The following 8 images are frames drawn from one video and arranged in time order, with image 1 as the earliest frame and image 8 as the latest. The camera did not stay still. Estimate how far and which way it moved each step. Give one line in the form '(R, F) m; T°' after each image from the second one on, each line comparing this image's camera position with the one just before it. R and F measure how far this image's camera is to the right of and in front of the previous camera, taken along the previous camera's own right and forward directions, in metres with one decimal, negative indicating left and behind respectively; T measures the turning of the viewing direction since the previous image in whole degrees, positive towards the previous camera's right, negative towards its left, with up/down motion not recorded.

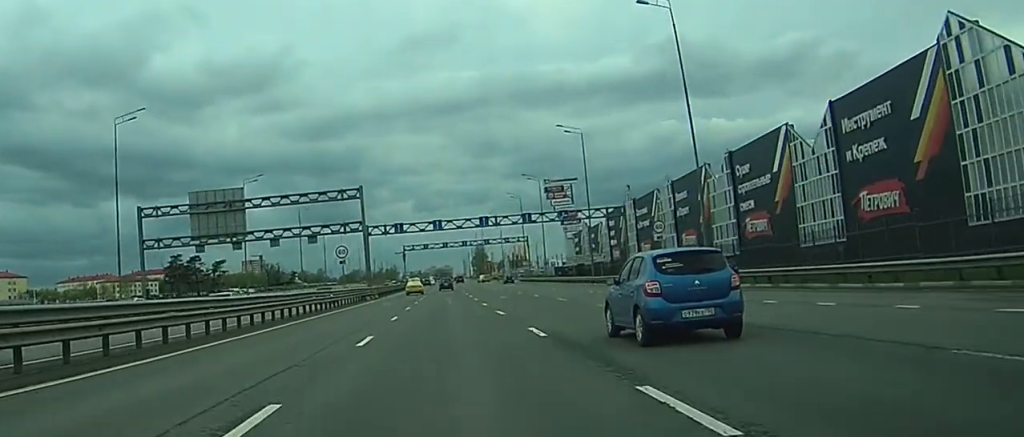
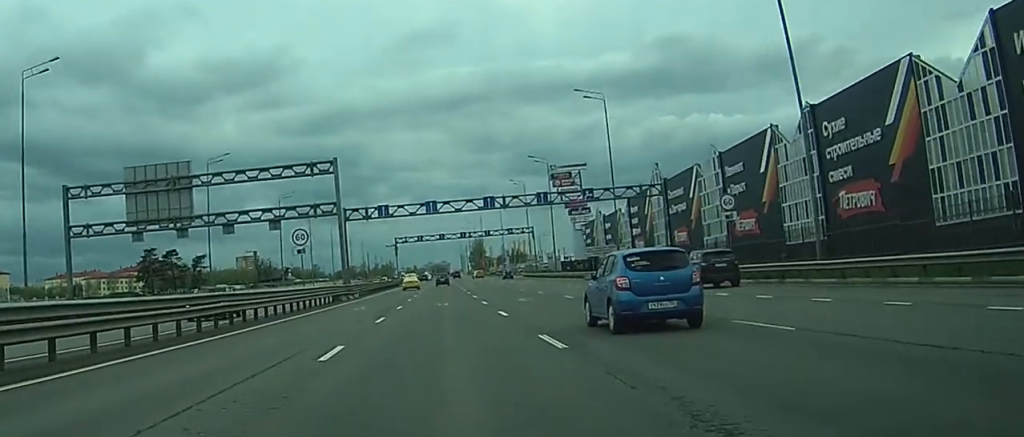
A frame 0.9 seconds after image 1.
(0.0, +16.9) m; +1°
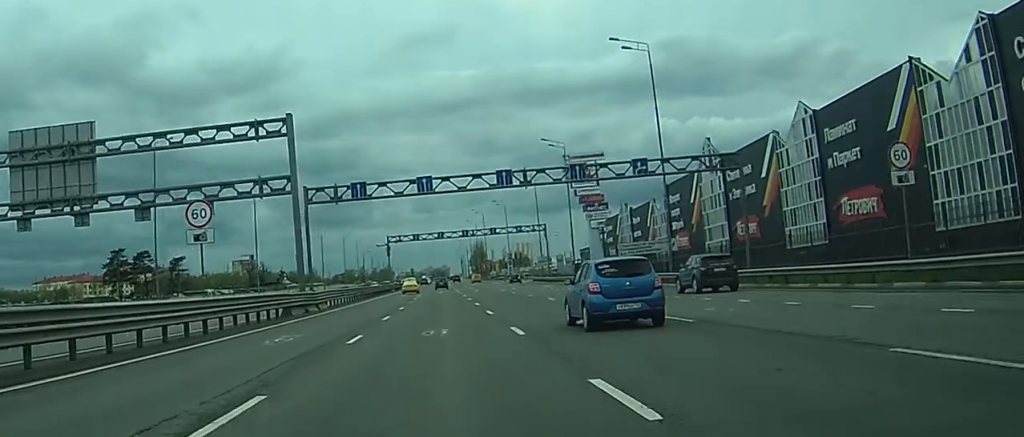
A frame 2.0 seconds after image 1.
(+0.3, +19.4) m; +1°
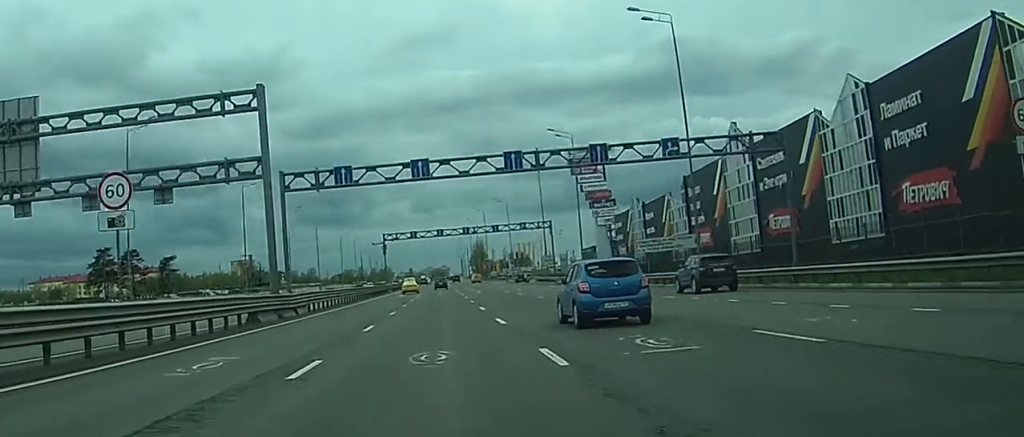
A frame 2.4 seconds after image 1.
(0.0, +7.3) m; 0°
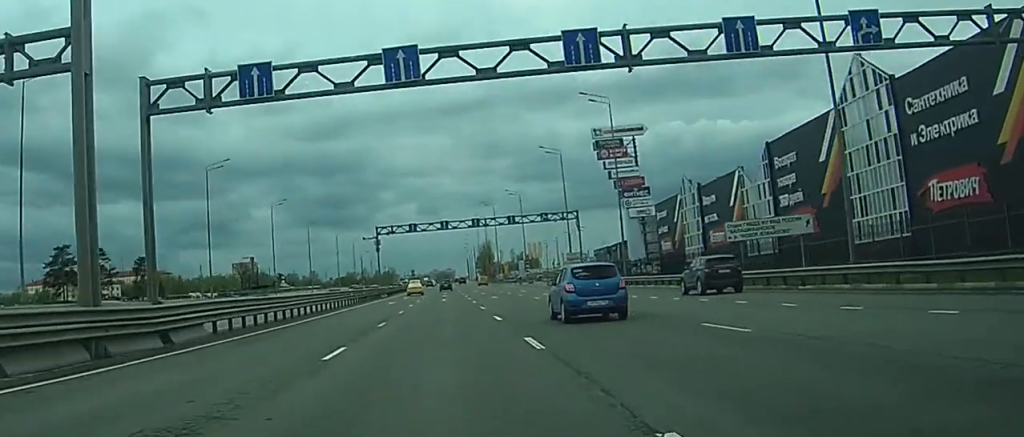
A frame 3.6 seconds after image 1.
(0.0, +21.2) m; 0°
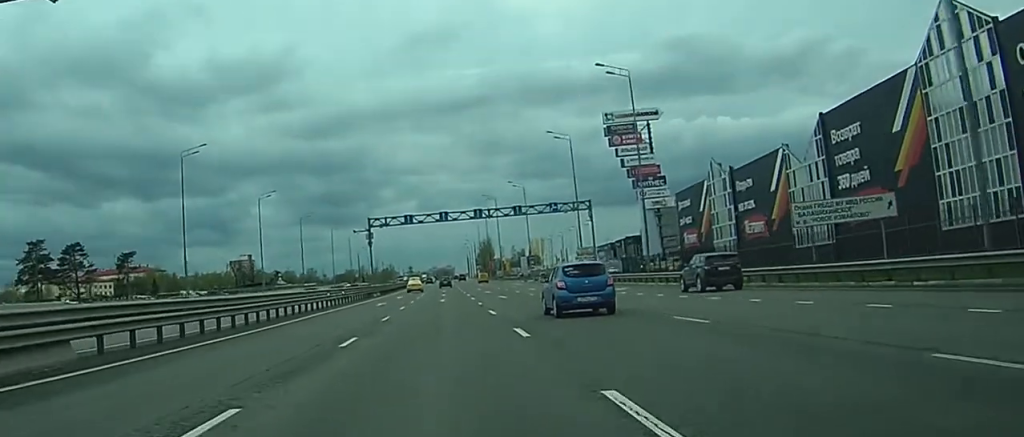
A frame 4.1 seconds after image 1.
(0.0, +9.7) m; 0°
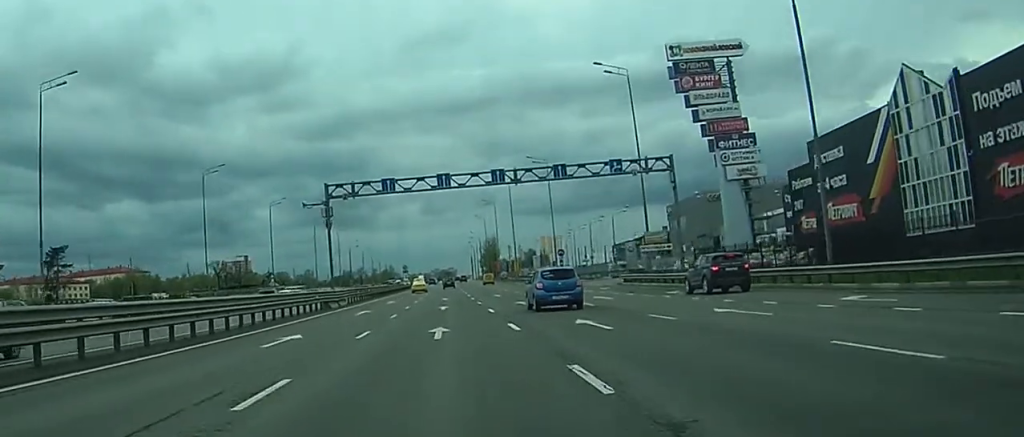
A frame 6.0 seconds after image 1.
(0.0, +33.5) m; 0°
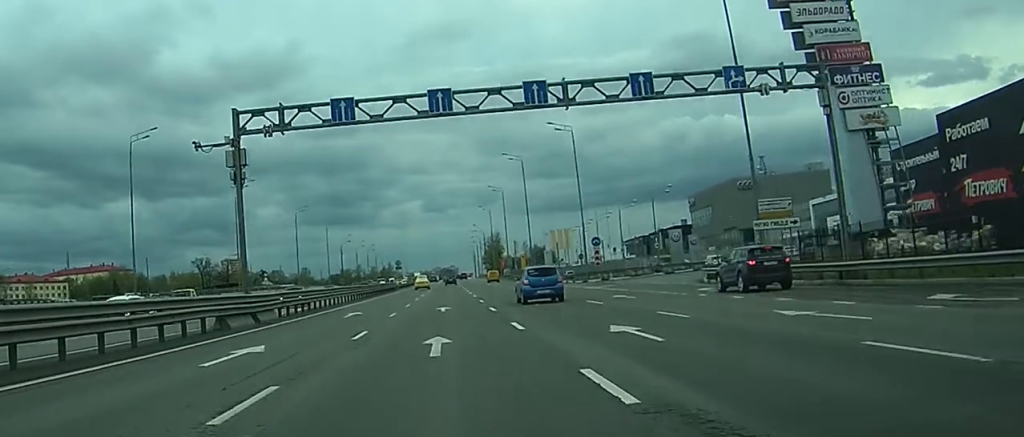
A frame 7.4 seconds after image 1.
(+0.1, +24.6) m; 0°
